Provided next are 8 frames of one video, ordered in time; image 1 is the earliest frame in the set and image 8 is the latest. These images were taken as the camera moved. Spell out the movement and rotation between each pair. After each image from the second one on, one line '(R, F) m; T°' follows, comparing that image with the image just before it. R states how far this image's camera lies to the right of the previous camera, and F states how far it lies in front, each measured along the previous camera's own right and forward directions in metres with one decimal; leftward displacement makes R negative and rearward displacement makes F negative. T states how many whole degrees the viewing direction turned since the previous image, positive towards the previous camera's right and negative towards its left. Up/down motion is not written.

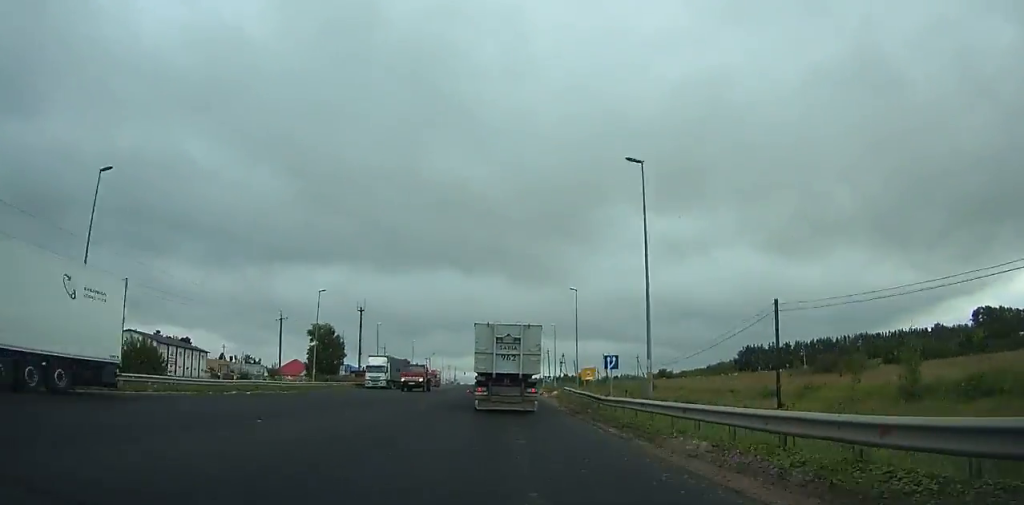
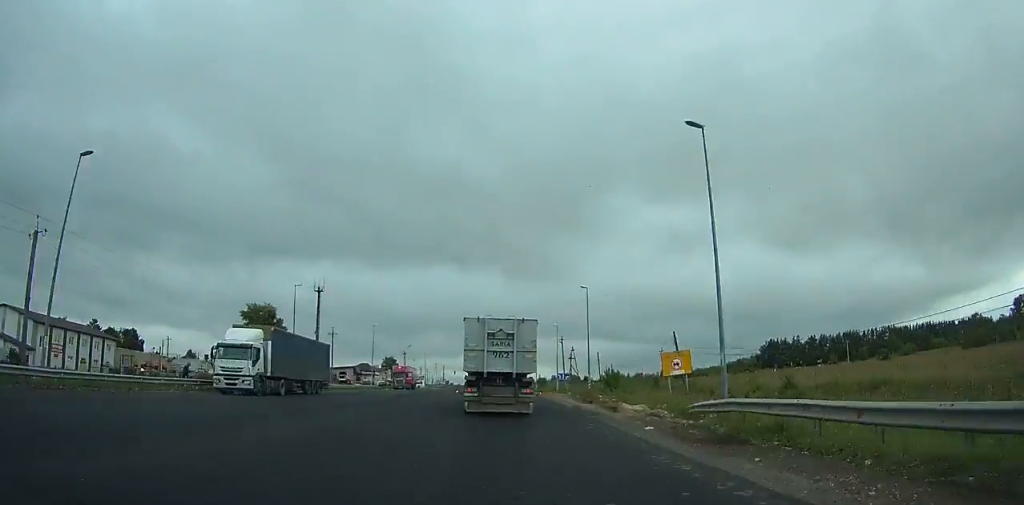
(+0.1, +36.8) m; +1°
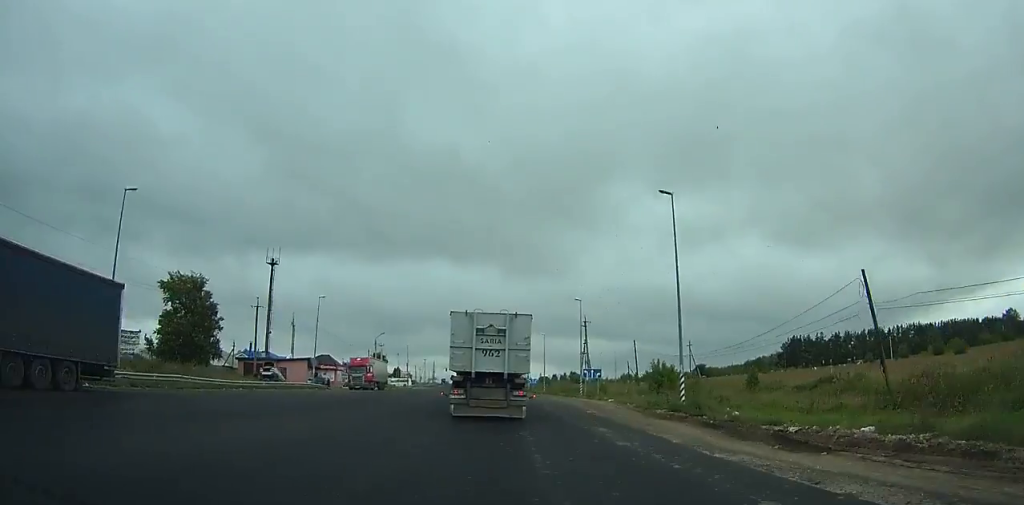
(+0.2, +27.3) m; 0°
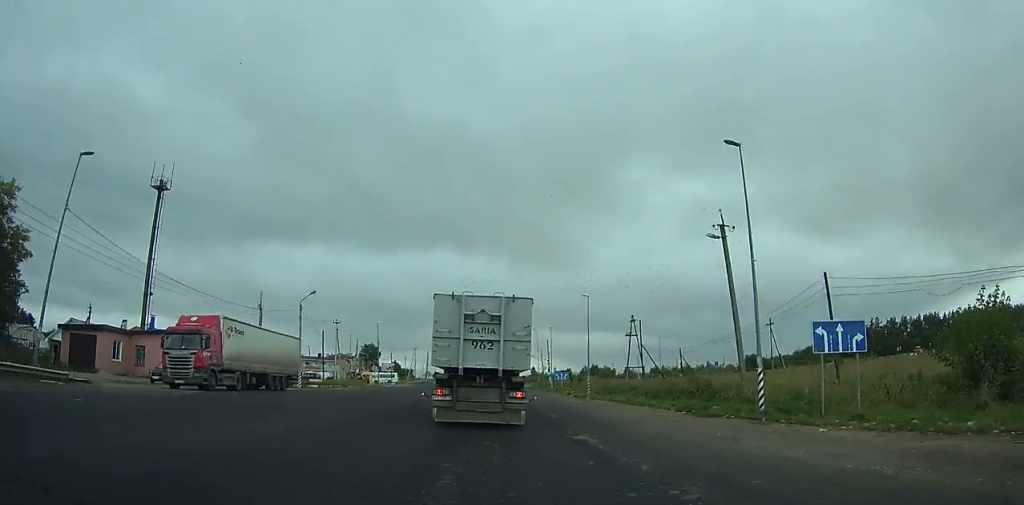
(0.0, +40.1) m; -1°
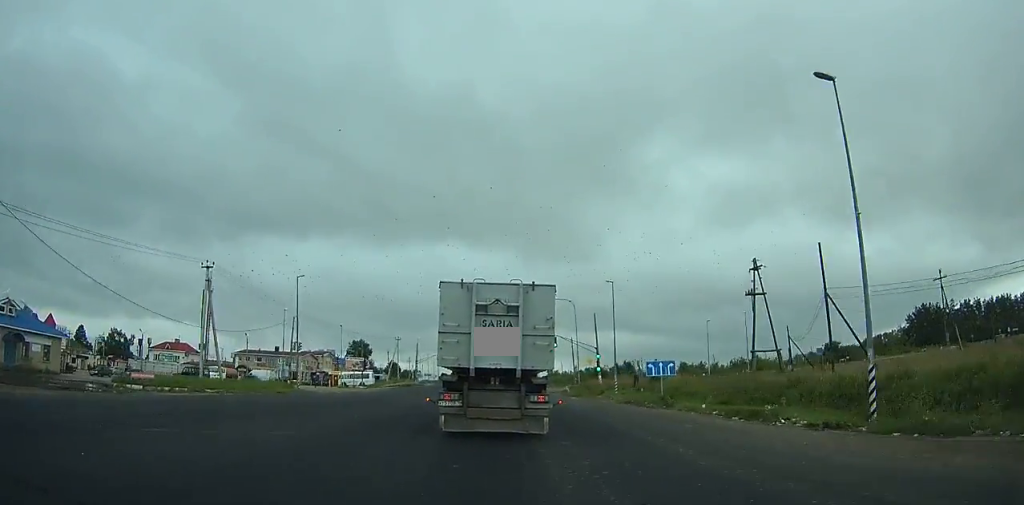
(-0.5, +43.5) m; -1°
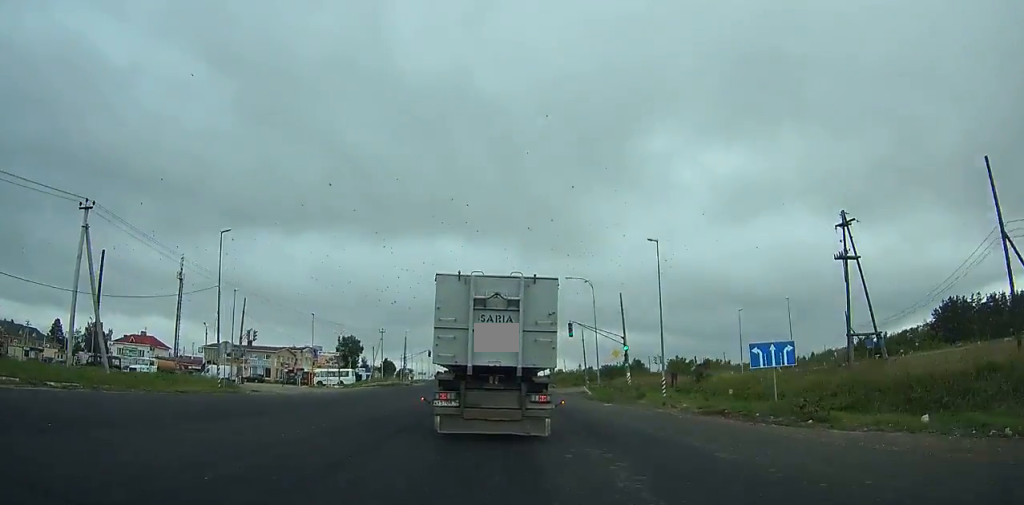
(0.0, +15.2) m; 0°
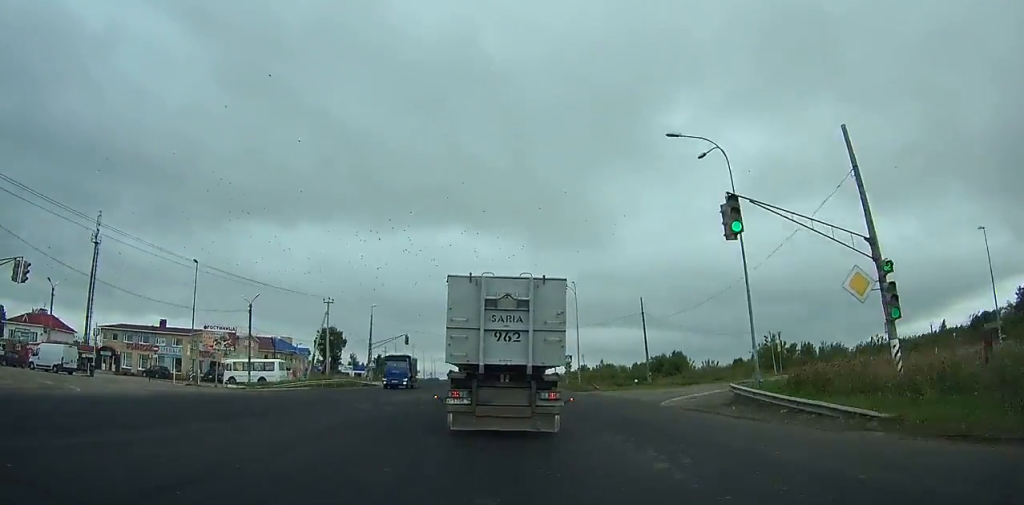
(-0.2, +38.0) m; 0°
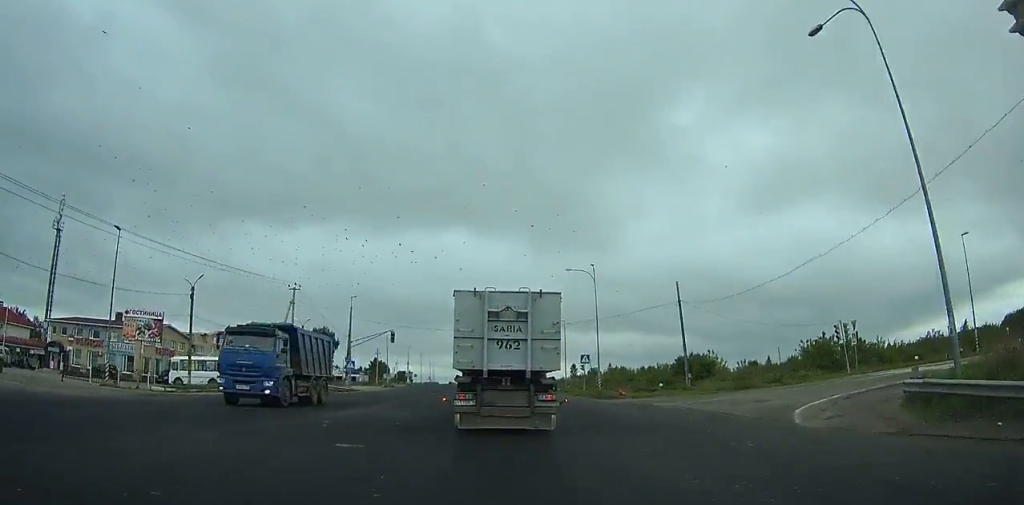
(0.0, +12.7) m; 0°
